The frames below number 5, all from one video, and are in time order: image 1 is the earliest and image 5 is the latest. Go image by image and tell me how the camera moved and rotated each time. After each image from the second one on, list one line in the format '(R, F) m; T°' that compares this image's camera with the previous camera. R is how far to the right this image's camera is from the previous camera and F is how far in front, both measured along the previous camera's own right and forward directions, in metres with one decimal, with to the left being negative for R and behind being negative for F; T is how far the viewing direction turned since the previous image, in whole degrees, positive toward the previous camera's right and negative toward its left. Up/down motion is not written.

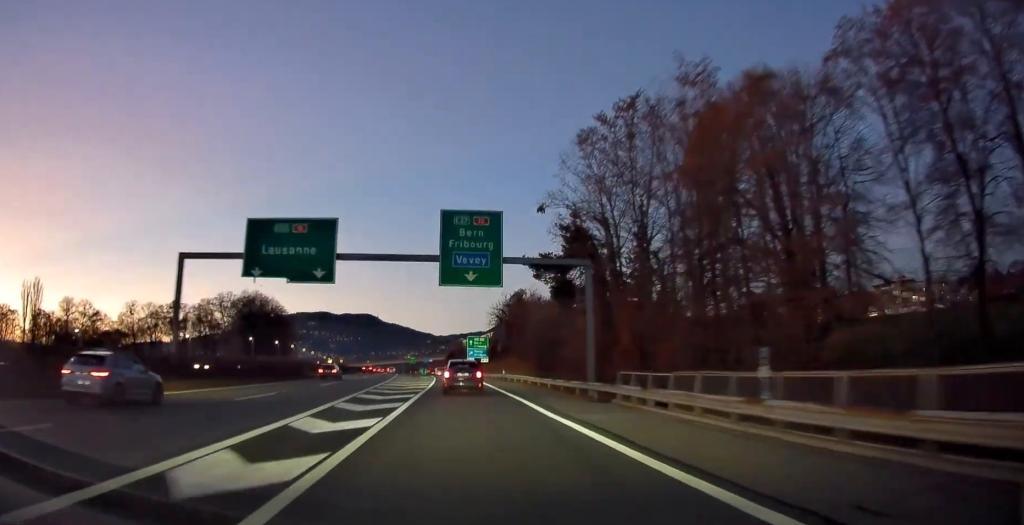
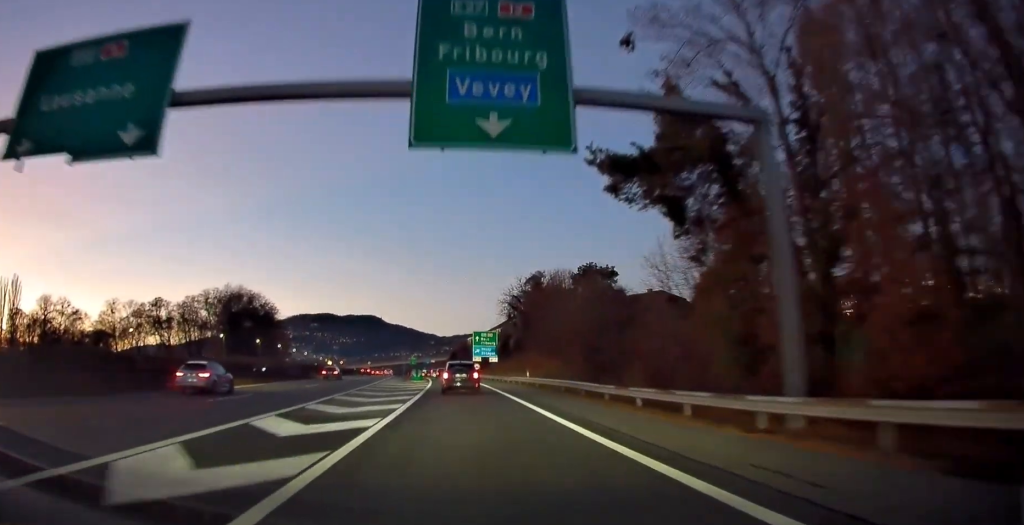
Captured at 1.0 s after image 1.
(+0.2, +19.1) m; +1°
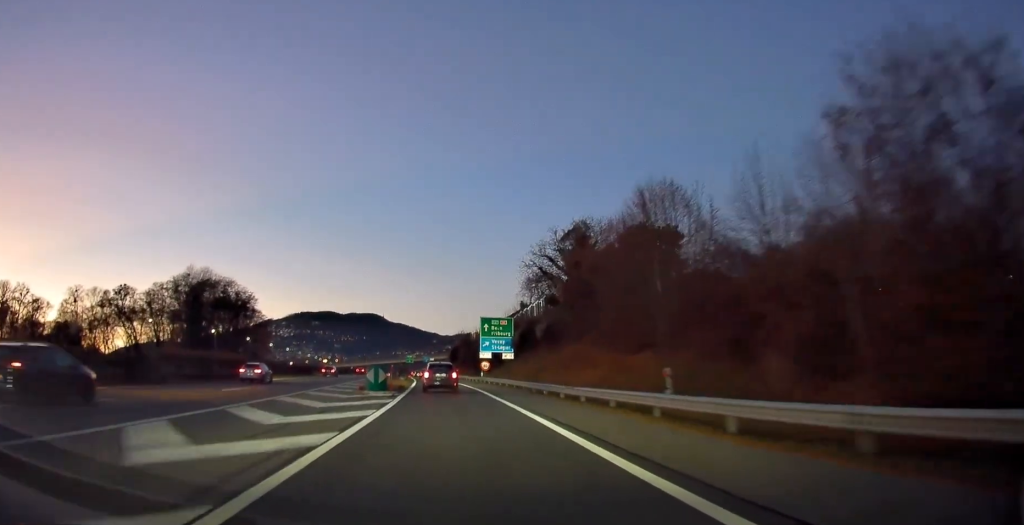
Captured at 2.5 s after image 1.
(+0.3, +28.4) m; 0°
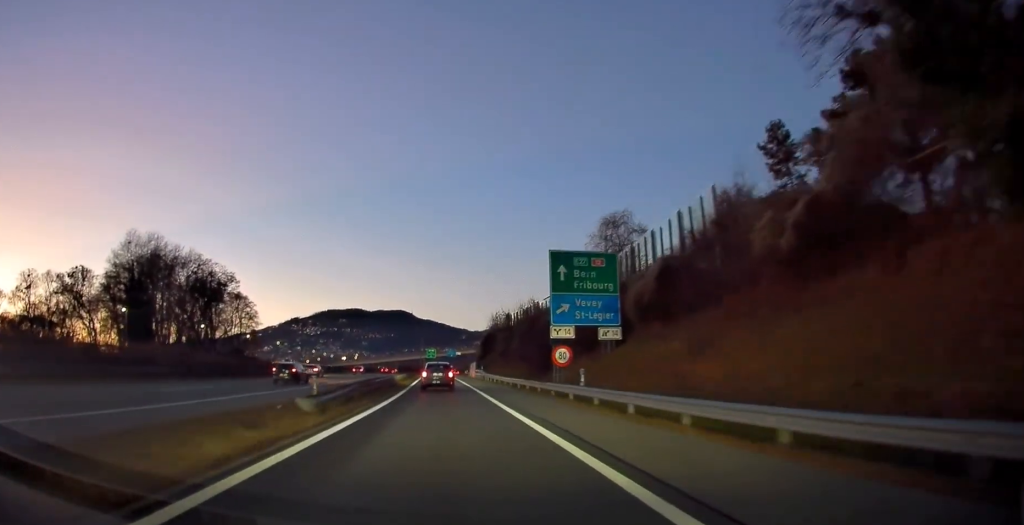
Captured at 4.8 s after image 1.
(-0.5, +41.8) m; -2°
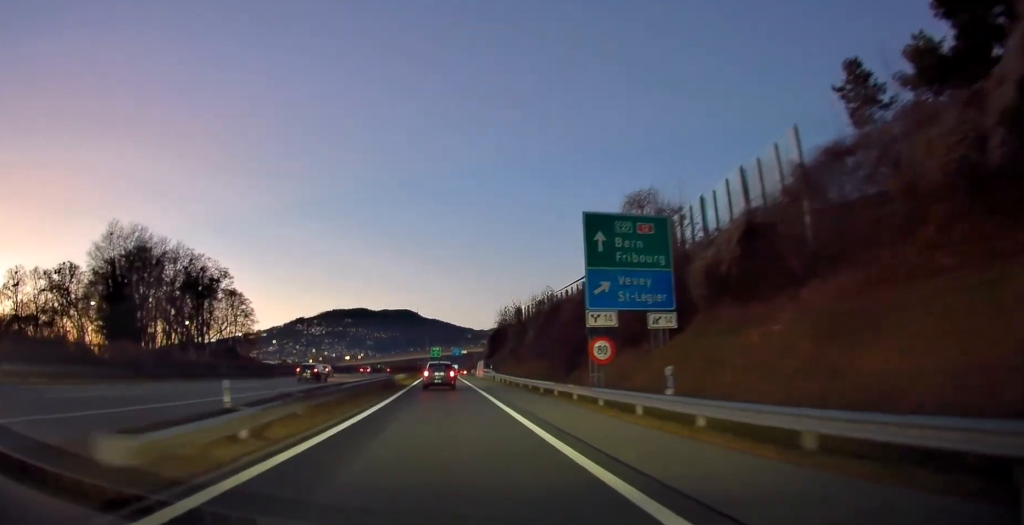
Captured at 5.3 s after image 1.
(-0.3, +9.1) m; -1°
